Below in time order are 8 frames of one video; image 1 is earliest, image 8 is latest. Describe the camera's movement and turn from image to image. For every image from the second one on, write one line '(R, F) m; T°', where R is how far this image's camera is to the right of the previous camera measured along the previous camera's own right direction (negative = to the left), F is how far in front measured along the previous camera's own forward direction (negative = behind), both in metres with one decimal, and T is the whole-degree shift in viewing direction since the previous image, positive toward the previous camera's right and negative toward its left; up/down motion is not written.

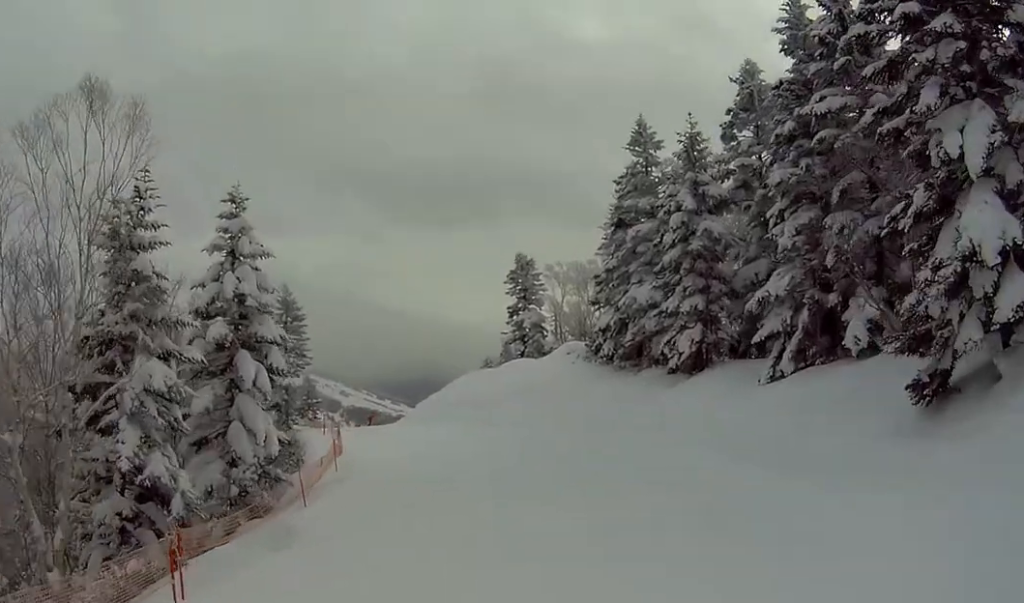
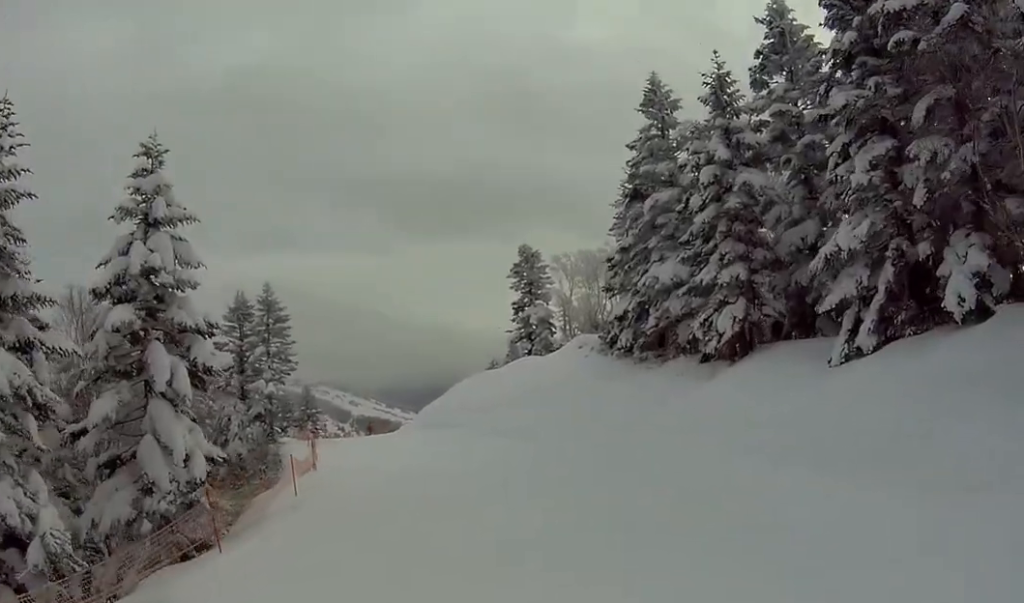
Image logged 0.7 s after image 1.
(+0.9, +4.5) m; +4°
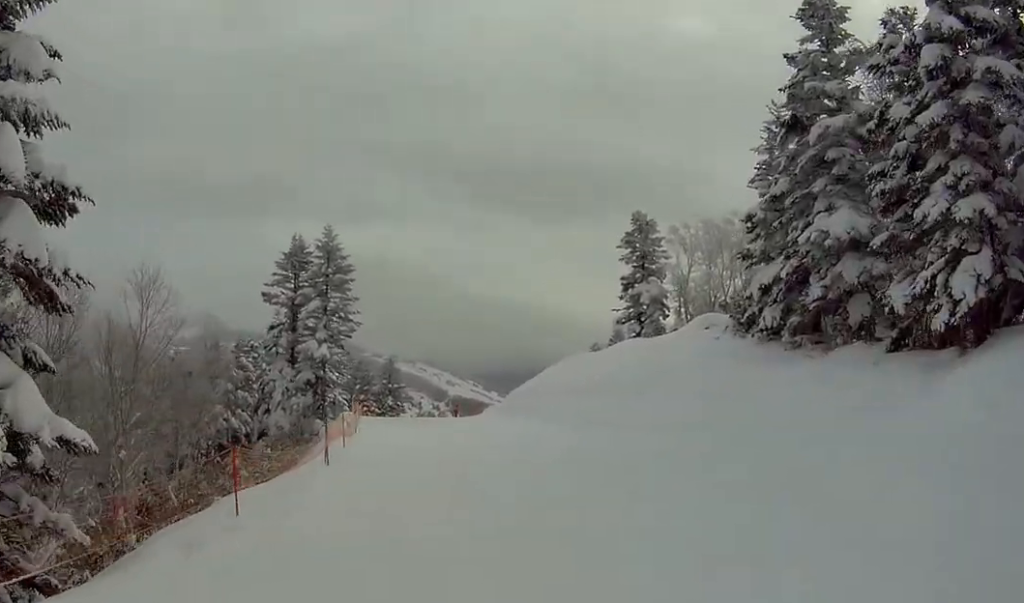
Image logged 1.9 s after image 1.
(-1.6, +7.7) m; -18°
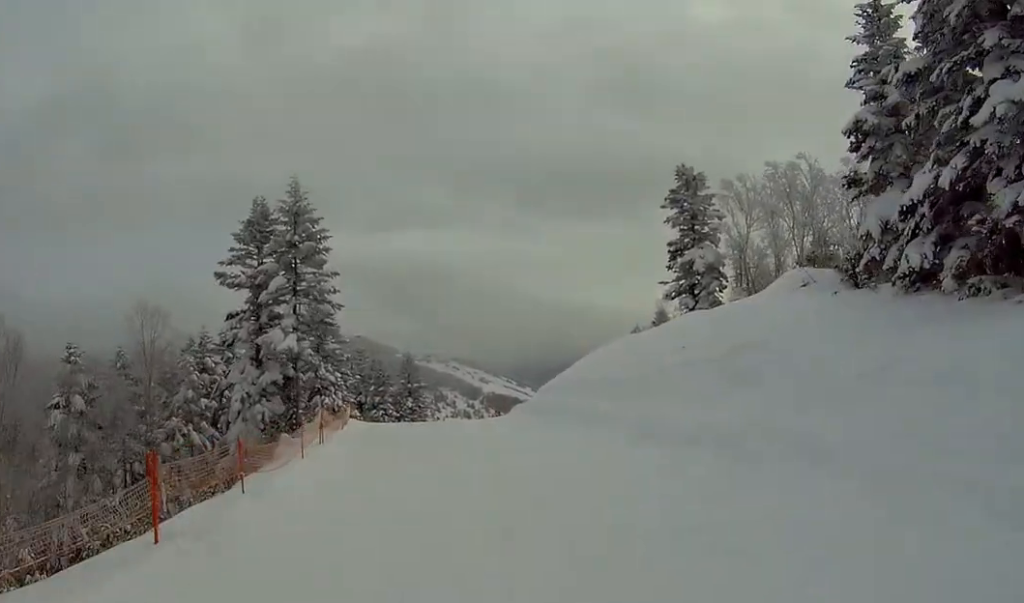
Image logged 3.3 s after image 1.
(-0.2, +9.0) m; -1°
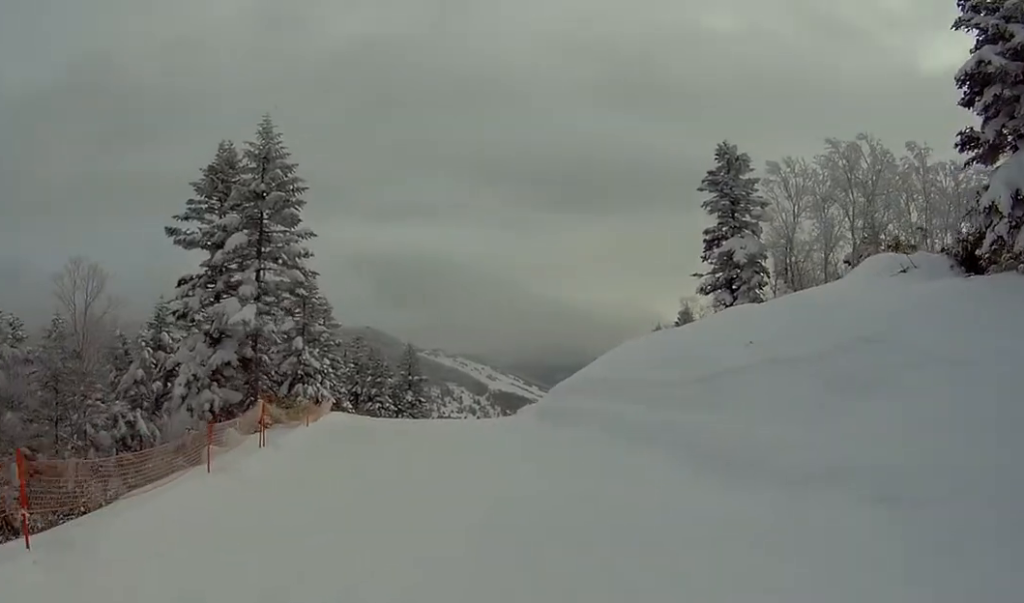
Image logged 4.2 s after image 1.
(-0.3, +5.8) m; -7°
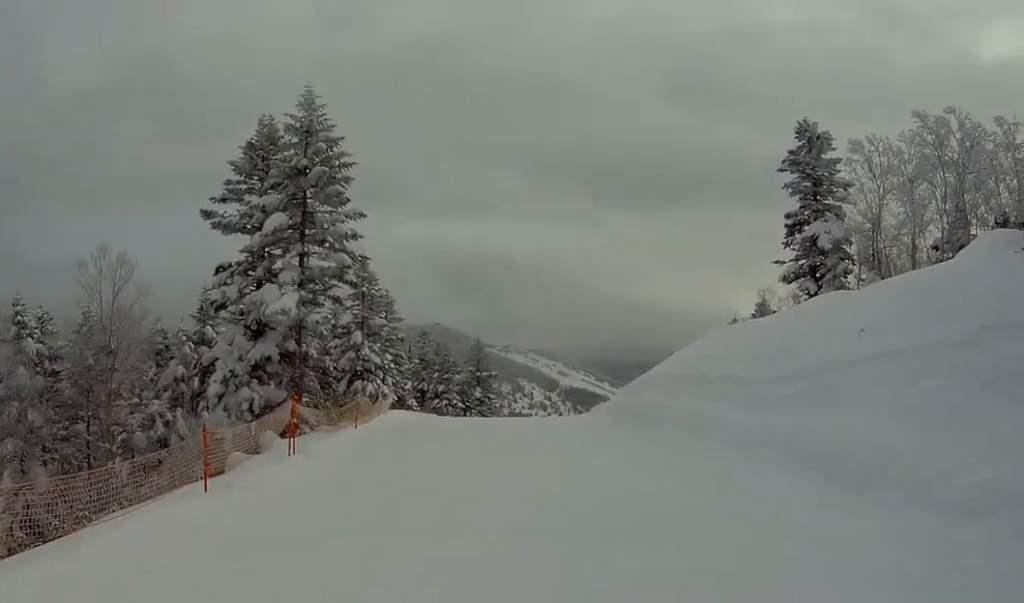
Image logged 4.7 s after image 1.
(-0.2, +2.7) m; -5°
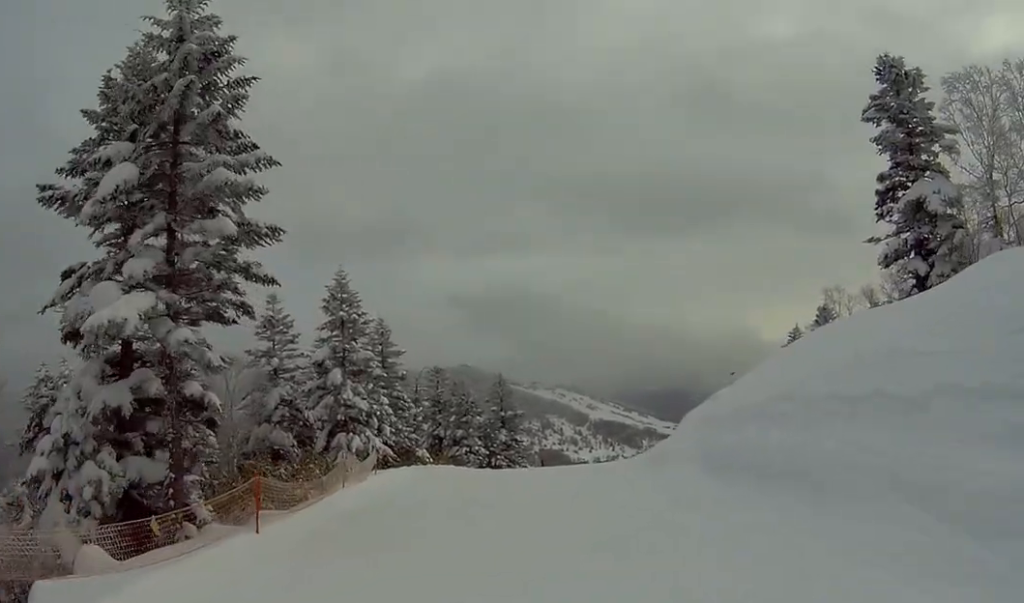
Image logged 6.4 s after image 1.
(-0.1, +10.8) m; -1°
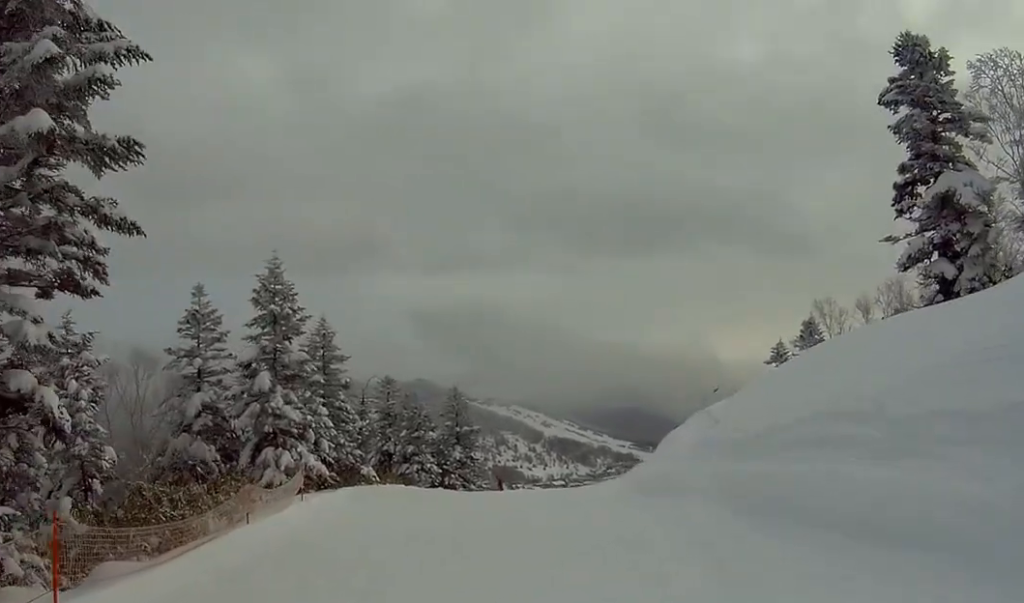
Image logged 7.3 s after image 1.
(0.0, +5.9) m; -8°
